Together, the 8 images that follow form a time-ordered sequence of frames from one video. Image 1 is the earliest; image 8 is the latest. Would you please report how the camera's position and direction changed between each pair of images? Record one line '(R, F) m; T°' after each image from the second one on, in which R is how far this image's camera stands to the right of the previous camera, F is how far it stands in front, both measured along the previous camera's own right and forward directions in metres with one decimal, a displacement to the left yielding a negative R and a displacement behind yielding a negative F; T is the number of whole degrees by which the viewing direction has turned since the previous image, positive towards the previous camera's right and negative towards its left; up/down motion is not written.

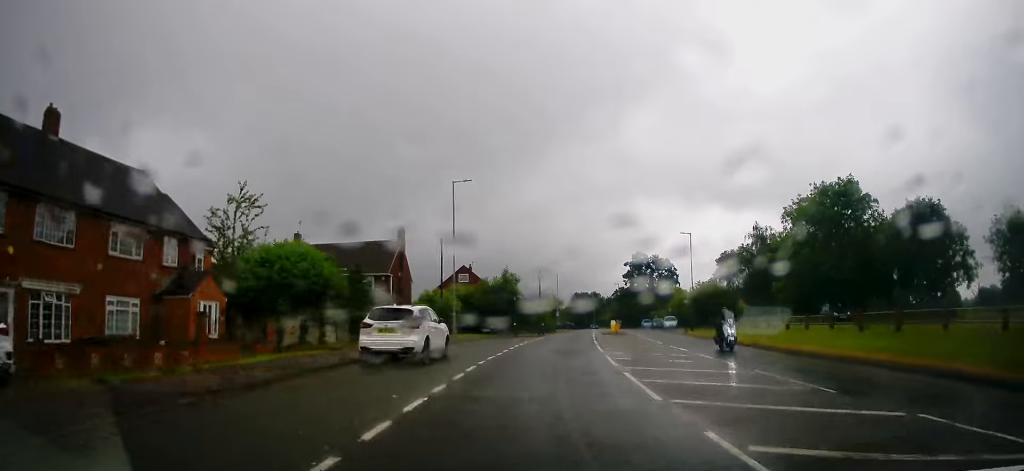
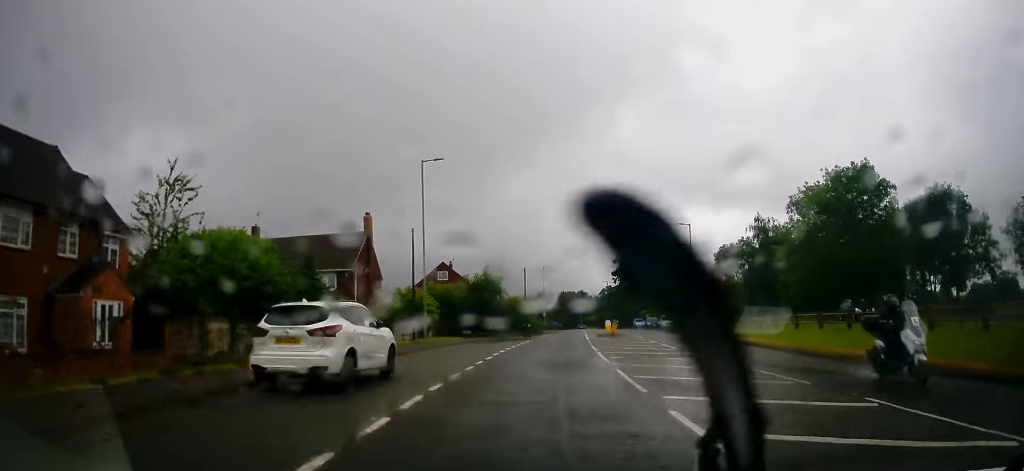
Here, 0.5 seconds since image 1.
(-0.1, +5.6) m; +2°
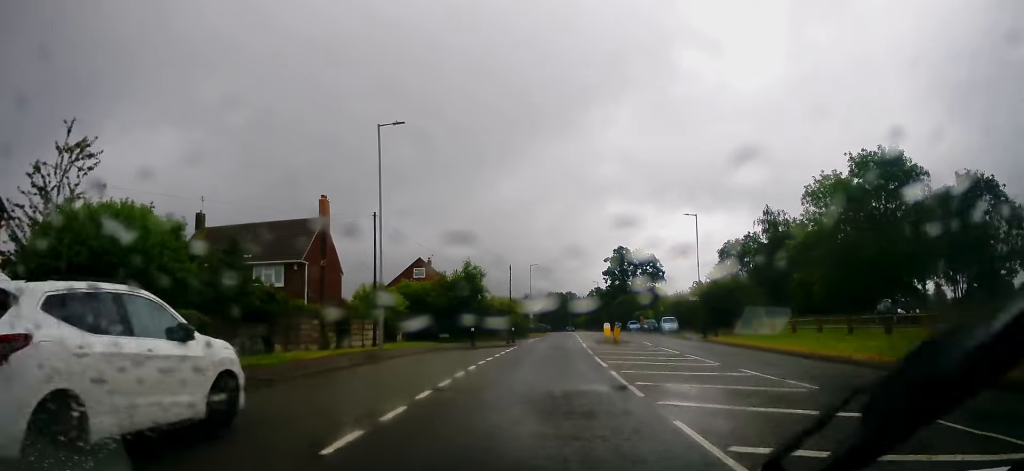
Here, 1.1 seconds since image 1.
(+0.3, +6.9) m; +1°
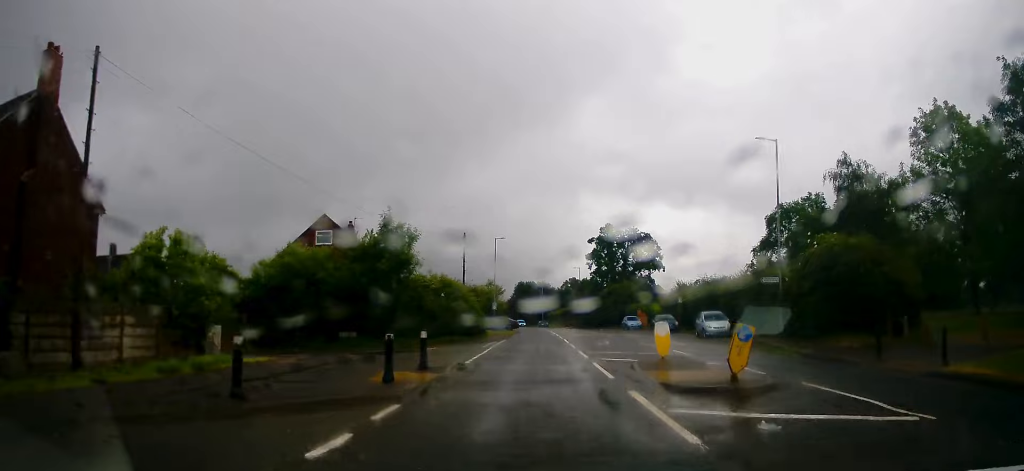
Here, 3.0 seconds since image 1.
(+0.4, +22.3) m; +2°
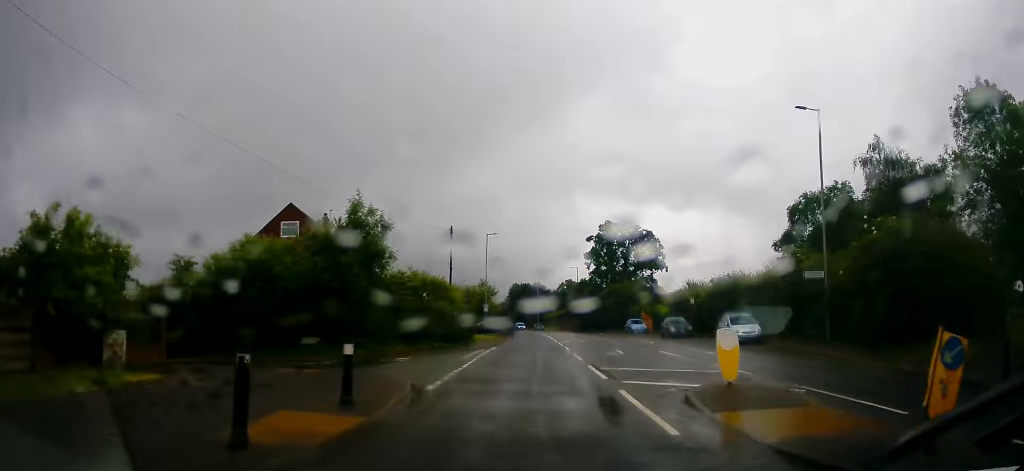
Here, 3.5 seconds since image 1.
(+0.2, +5.4) m; +1°
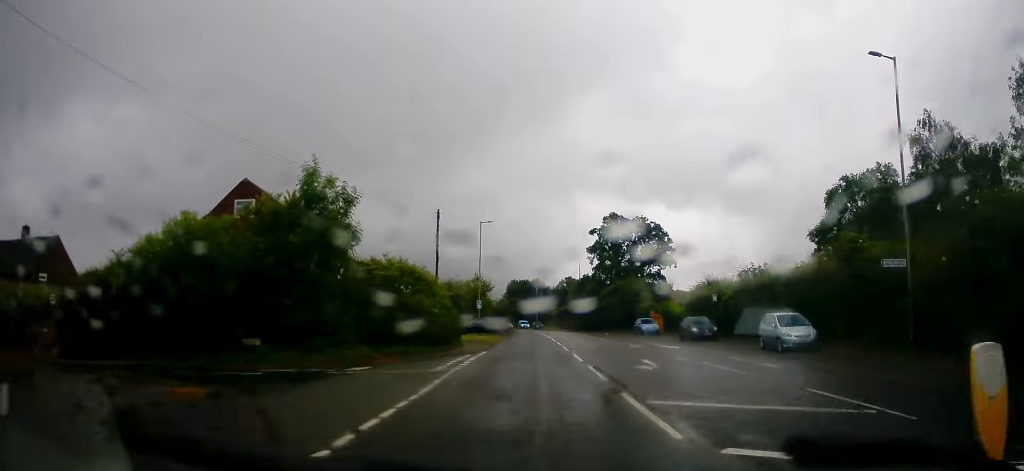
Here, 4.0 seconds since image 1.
(-0.1, +6.1) m; +1°
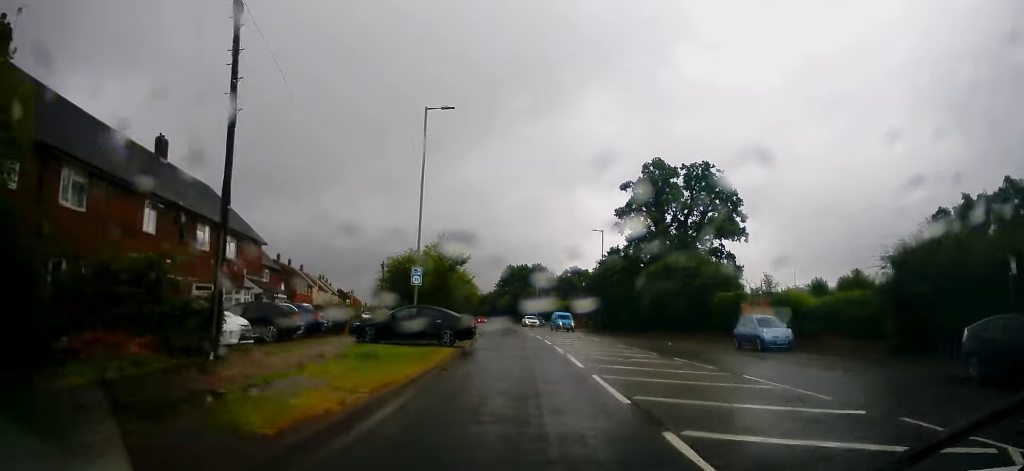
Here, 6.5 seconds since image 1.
(-0.2, +28.2) m; -1°
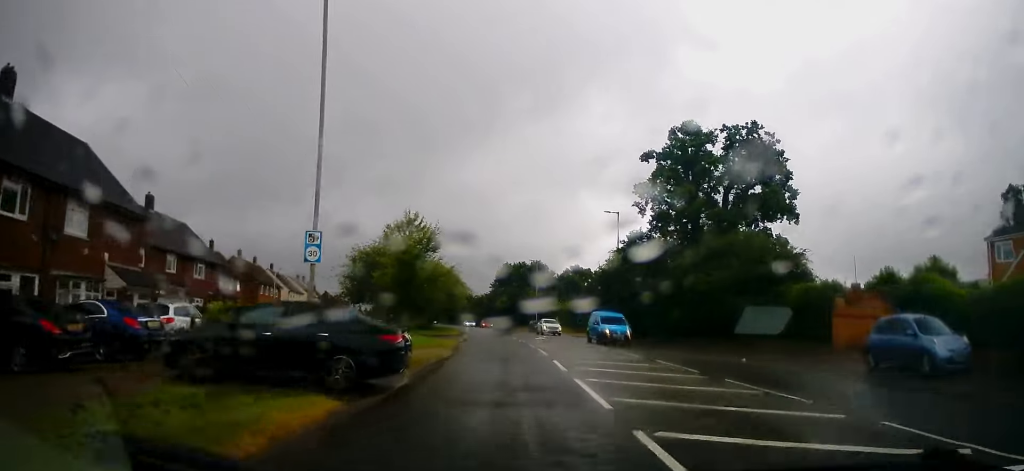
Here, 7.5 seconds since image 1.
(+0.5, +11.7) m; +1°
